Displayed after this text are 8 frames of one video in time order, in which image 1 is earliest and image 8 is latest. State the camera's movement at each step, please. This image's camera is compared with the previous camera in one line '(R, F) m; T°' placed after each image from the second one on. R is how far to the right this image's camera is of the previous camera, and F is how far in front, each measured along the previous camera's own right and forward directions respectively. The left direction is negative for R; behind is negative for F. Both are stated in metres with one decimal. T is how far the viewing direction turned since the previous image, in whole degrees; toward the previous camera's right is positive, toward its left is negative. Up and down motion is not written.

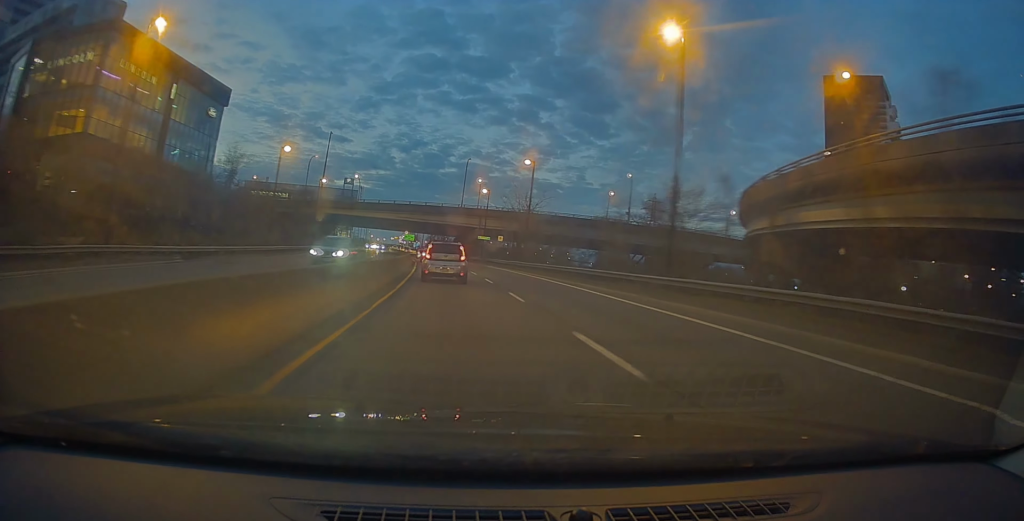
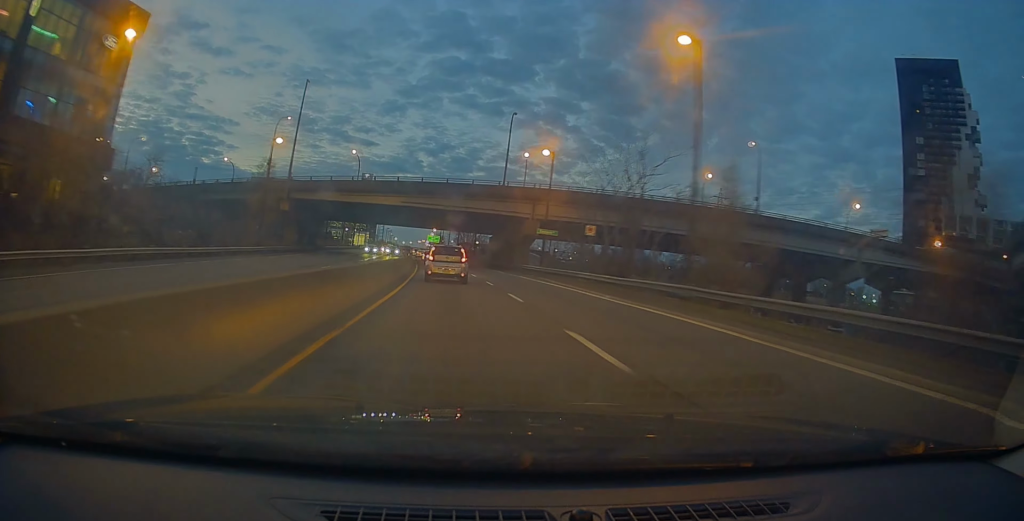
(-0.3, +34.9) m; -2°
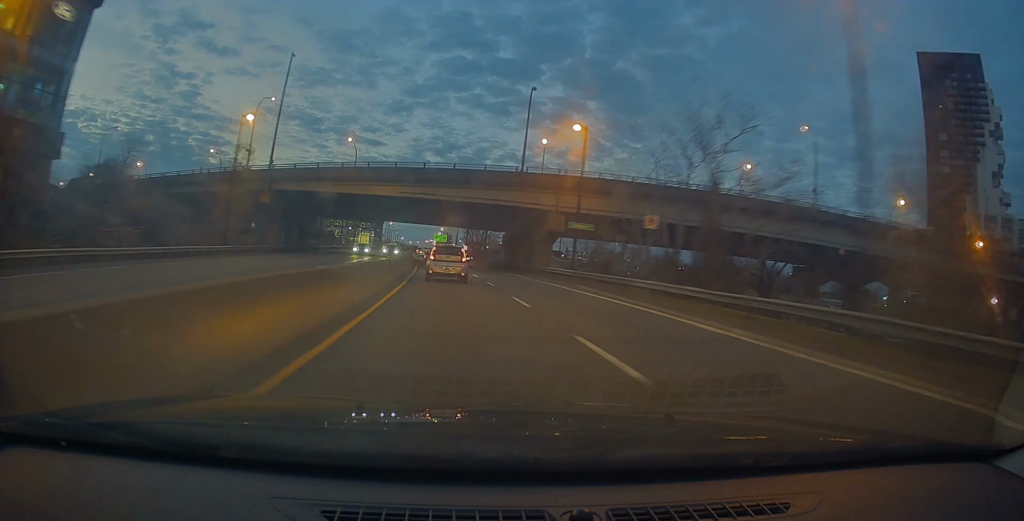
(0.0, +10.0) m; -1°
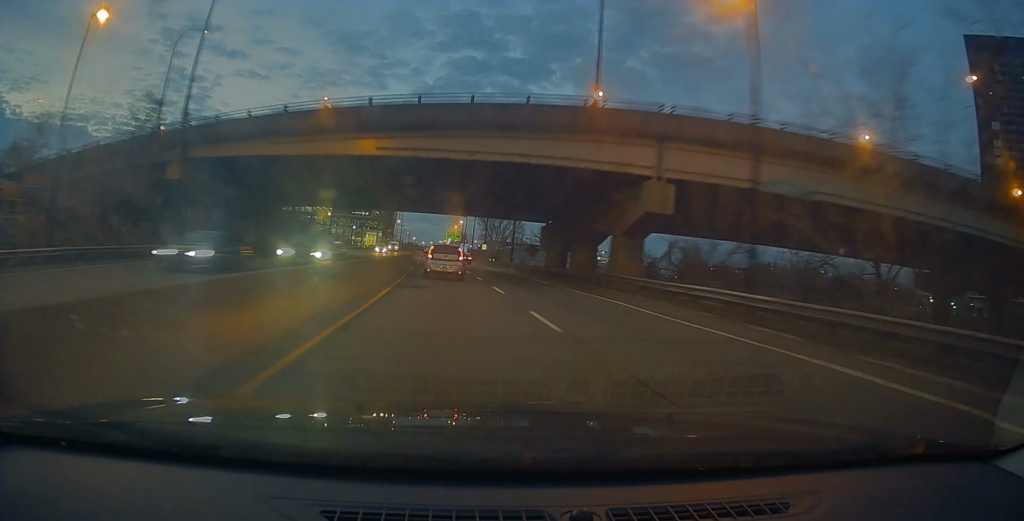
(-0.3, +22.9) m; -2°
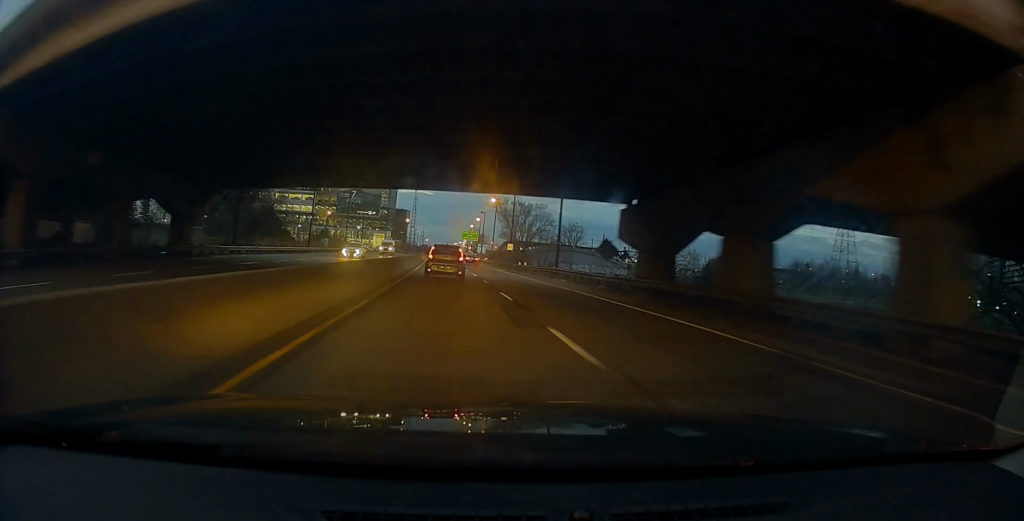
(-0.6, +21.3) m; -1°
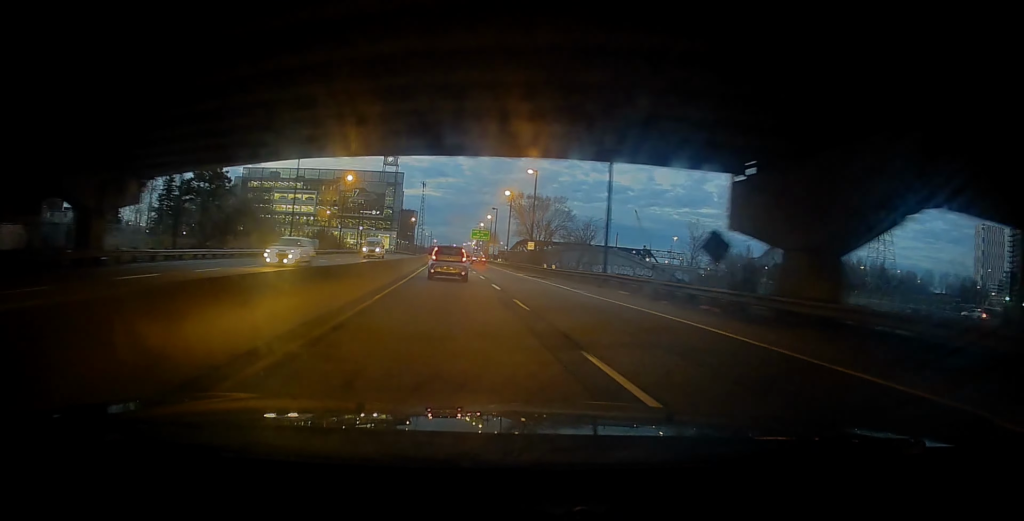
(+0.1, +12.1) m; 0°
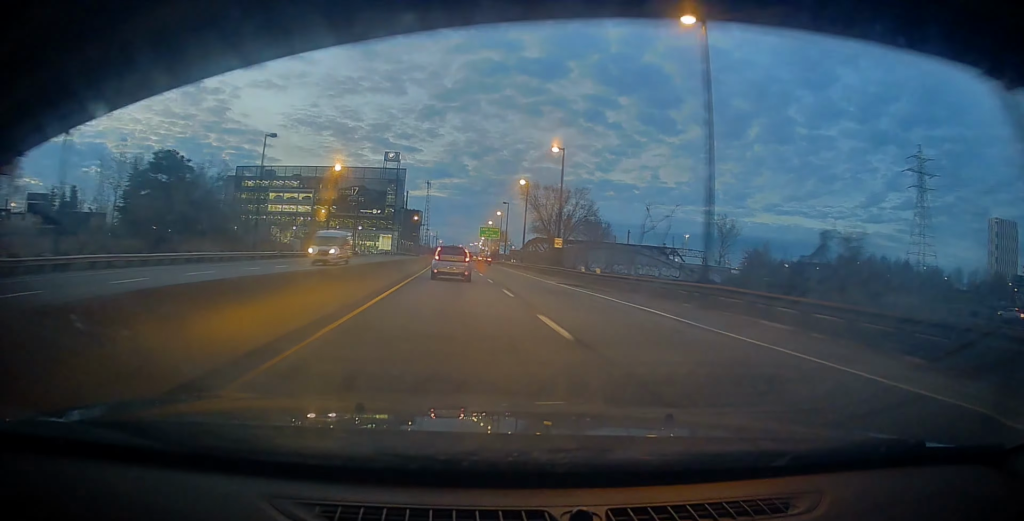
(+0.1, +12.8) m; 0°
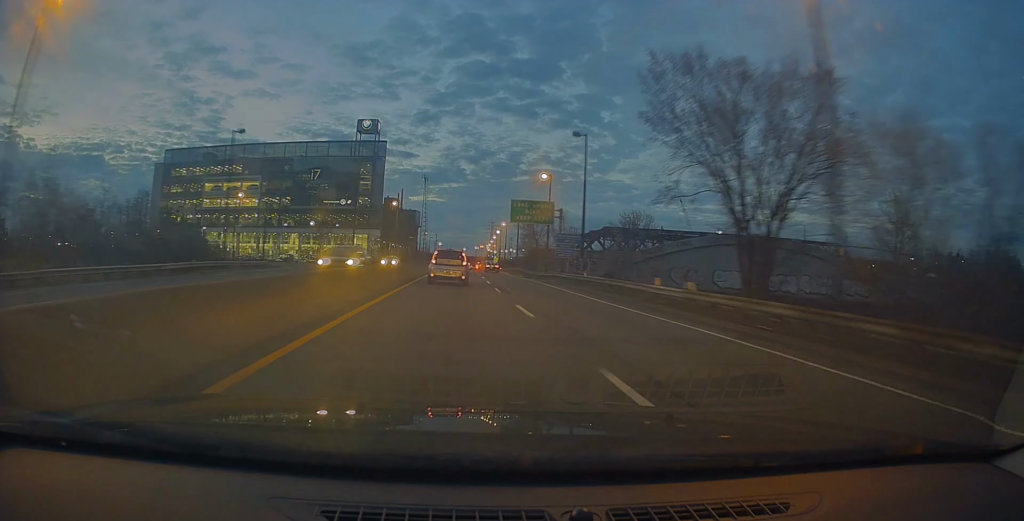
(-1.9, +58.7) m; -3°
